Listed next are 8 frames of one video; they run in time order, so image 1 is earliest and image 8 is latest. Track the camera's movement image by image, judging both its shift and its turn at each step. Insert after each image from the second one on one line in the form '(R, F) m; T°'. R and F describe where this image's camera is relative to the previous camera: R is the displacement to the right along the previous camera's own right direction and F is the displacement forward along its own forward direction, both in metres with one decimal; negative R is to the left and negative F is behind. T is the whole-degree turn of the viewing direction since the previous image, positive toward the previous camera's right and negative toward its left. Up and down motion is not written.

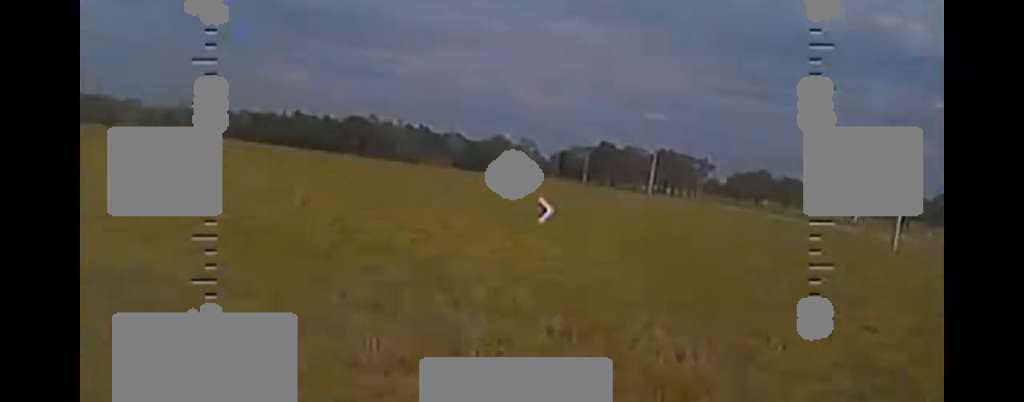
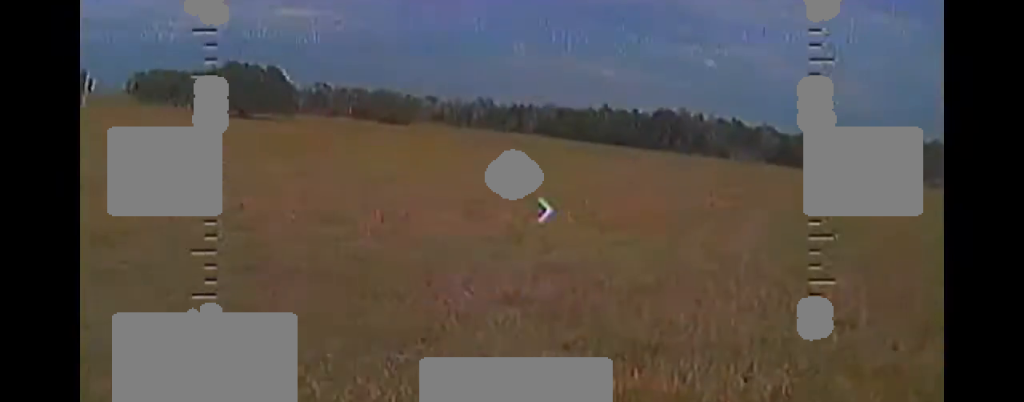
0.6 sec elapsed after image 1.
(-0.4, +8.4) m; -2°
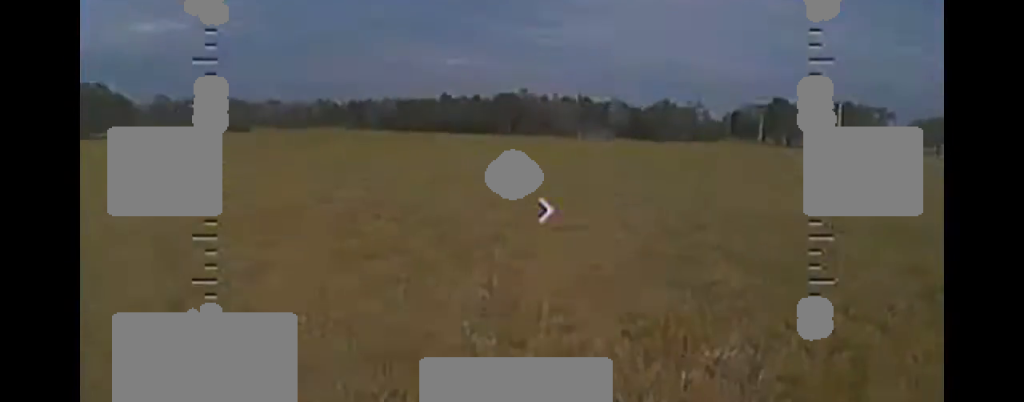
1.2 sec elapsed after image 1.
(-0.1, +8.5) m; -1°
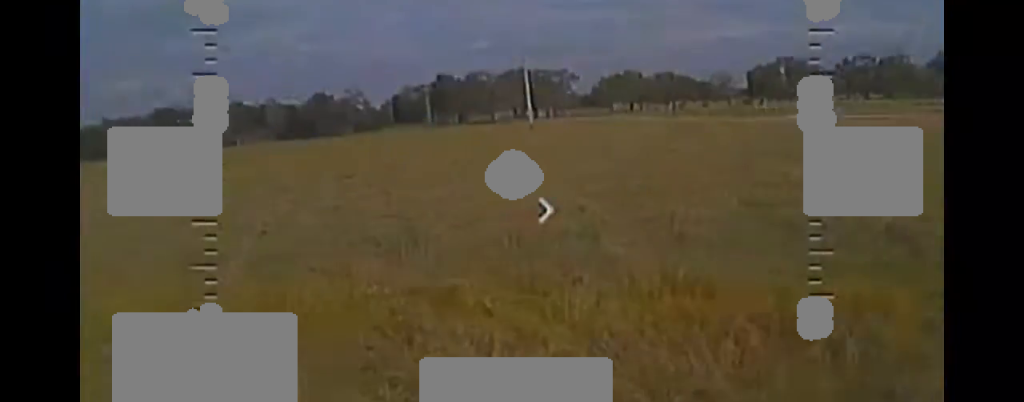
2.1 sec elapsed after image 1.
(-0.1, +12.2) m; -1°
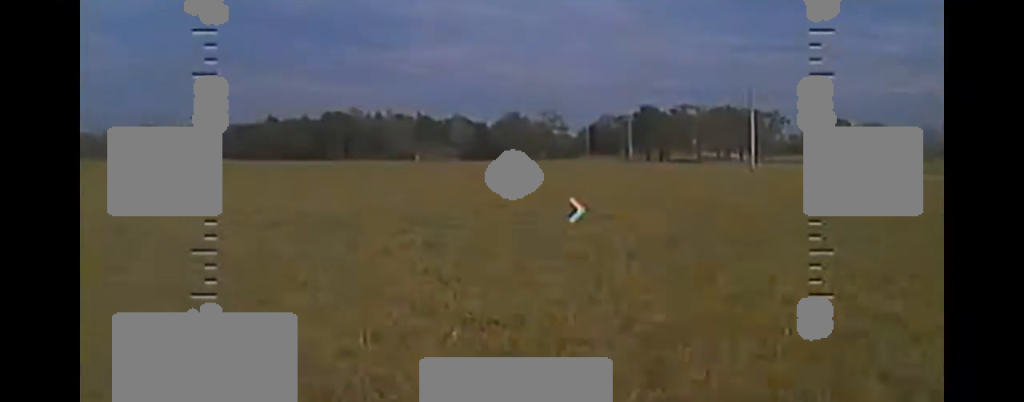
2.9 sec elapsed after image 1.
(-0.2, +11.2) m; 0°
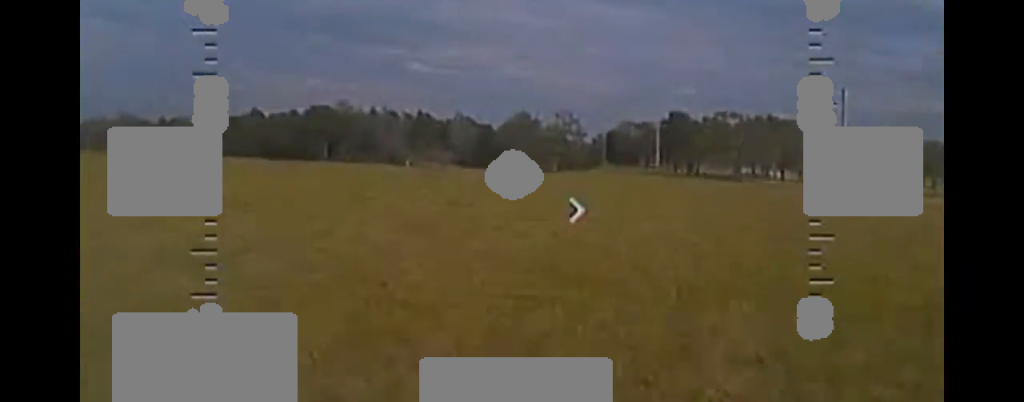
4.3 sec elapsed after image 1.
(+0.2, +20.0) m; -3°
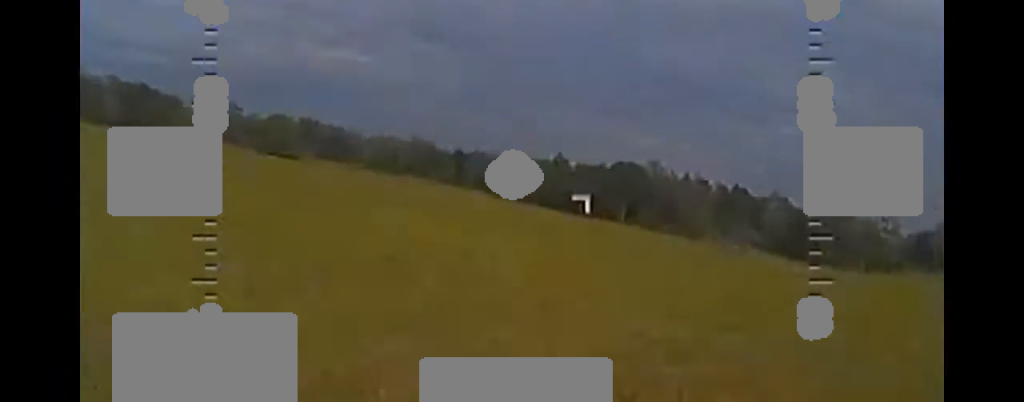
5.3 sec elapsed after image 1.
(-0.7, +12.8) m; -10°
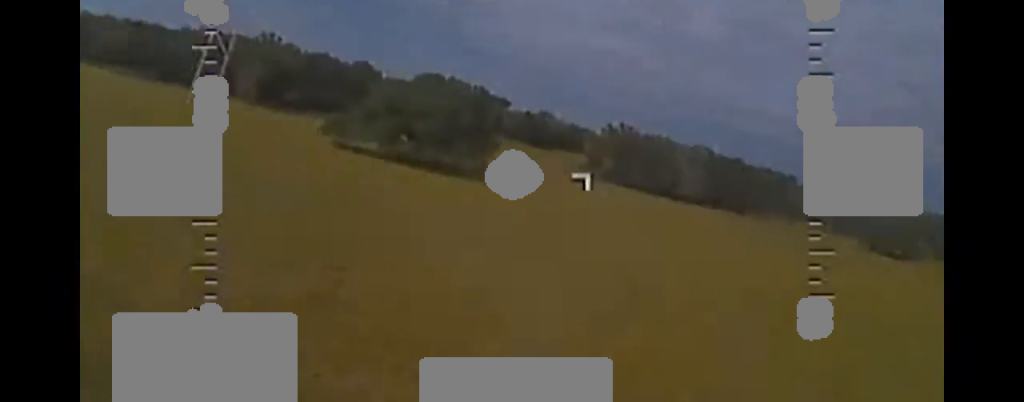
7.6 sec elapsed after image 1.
(-11.2, +17.1) m; -81°
